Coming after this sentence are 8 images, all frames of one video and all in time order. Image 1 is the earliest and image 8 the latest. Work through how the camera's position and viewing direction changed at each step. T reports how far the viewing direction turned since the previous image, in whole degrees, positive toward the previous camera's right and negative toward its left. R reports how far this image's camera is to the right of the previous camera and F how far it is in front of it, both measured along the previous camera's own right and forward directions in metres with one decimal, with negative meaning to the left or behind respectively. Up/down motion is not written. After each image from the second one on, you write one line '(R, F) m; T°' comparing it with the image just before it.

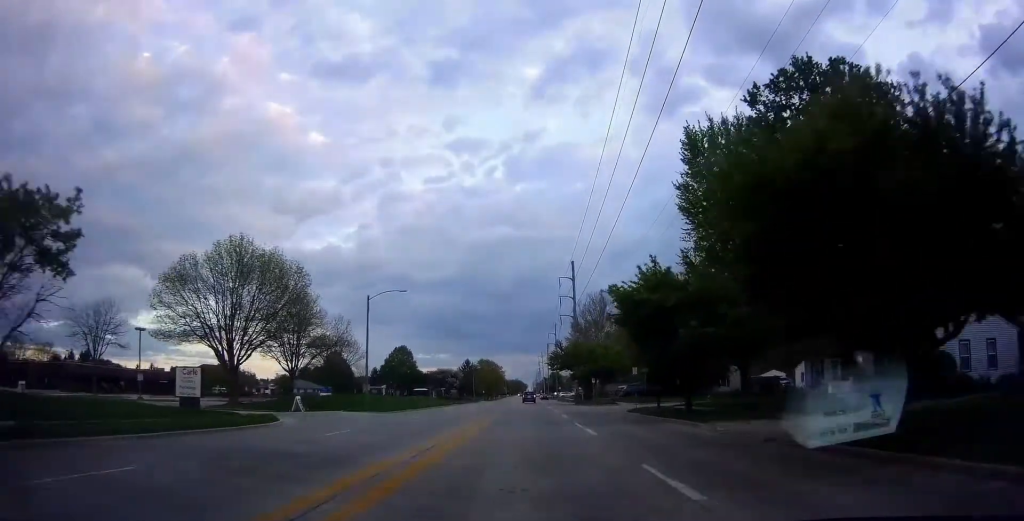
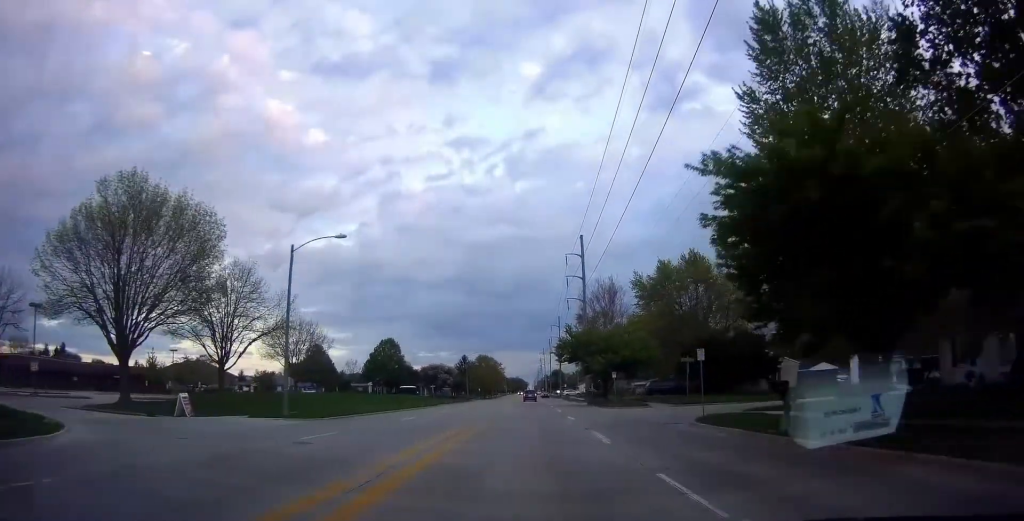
(0.0, +15.2) m; -1°
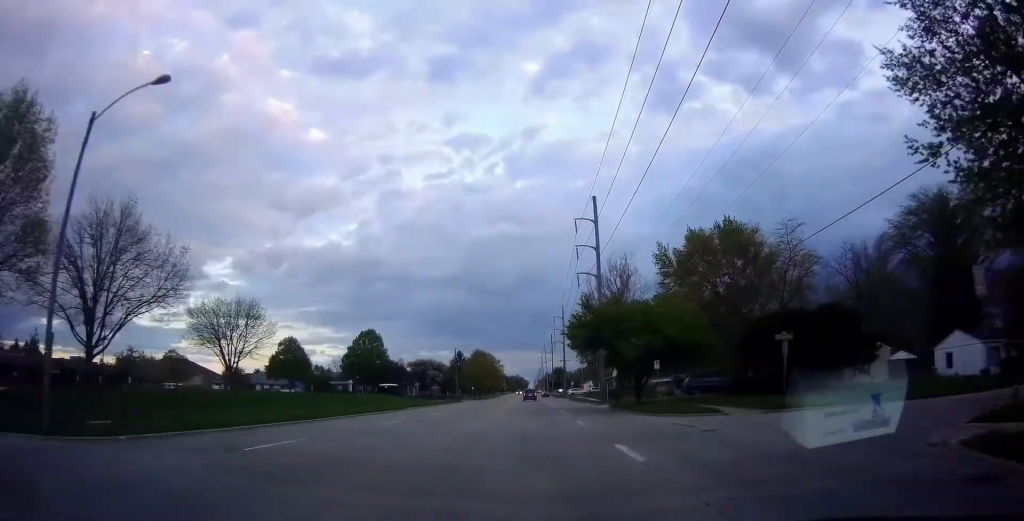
(-0.2, +16.4) m; 0°
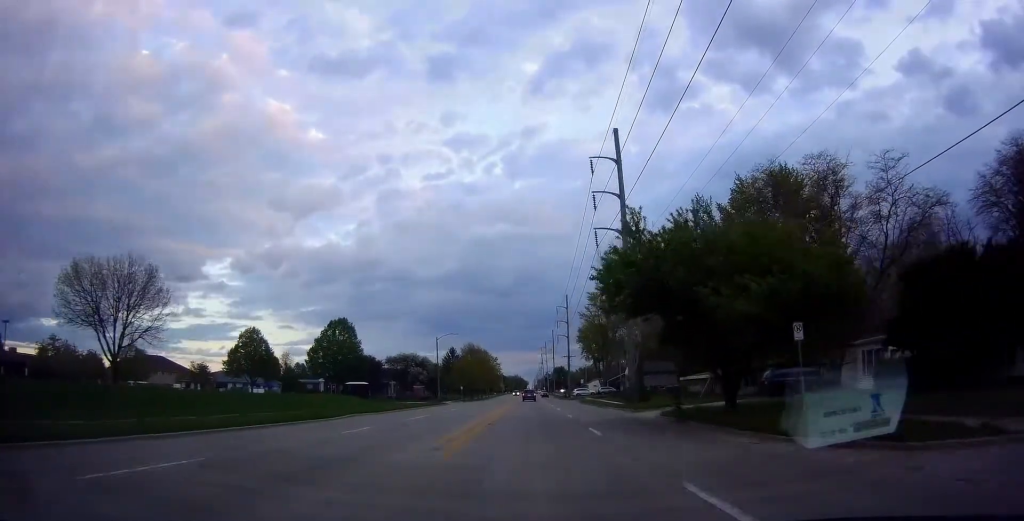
(+0.1, +18.2) m; +1°
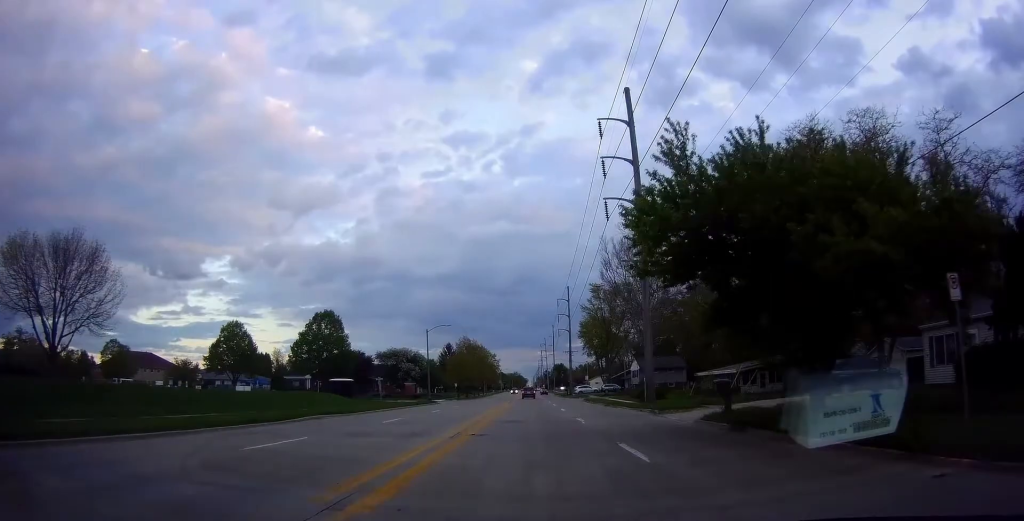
(+0.1, +7.3) m; +1°
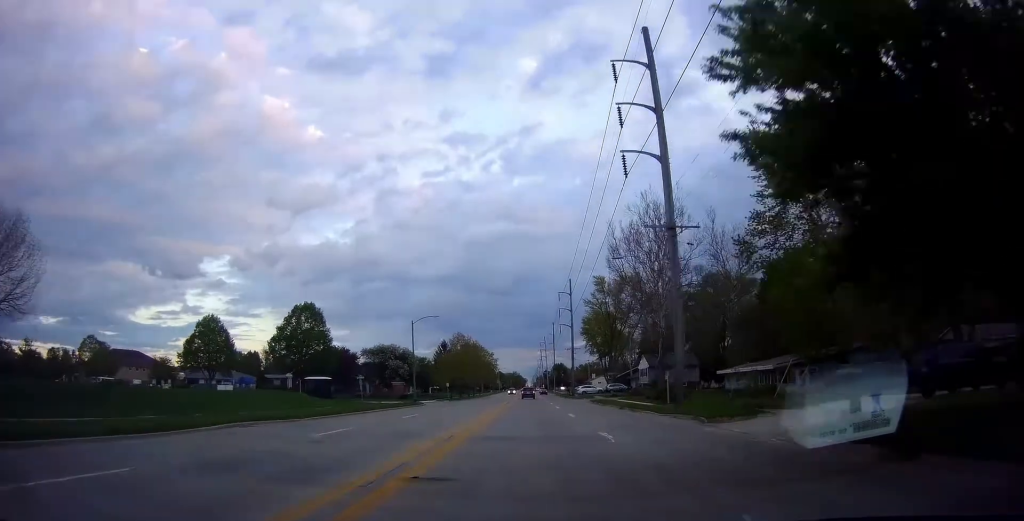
(0.0, +7.9) m; 0°
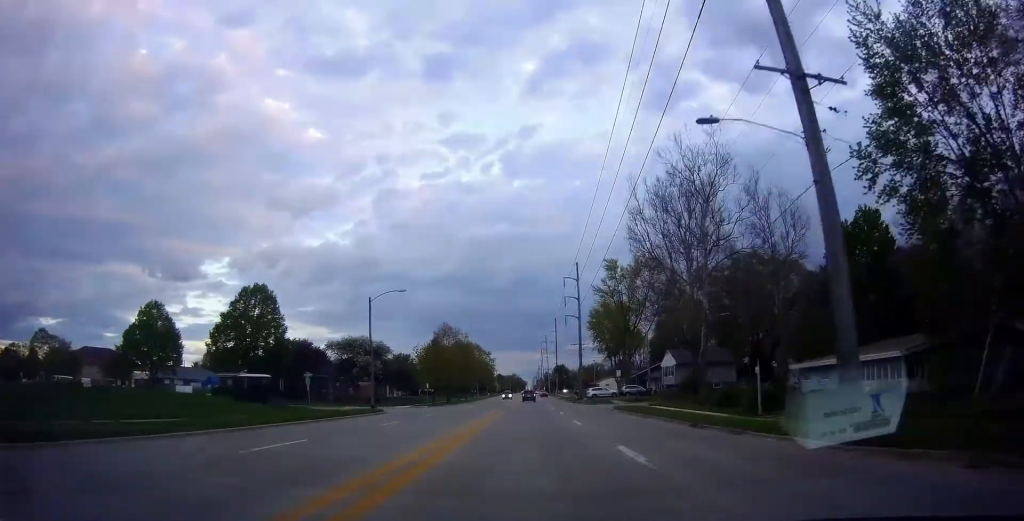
(0.0, +17.0) m; 0°
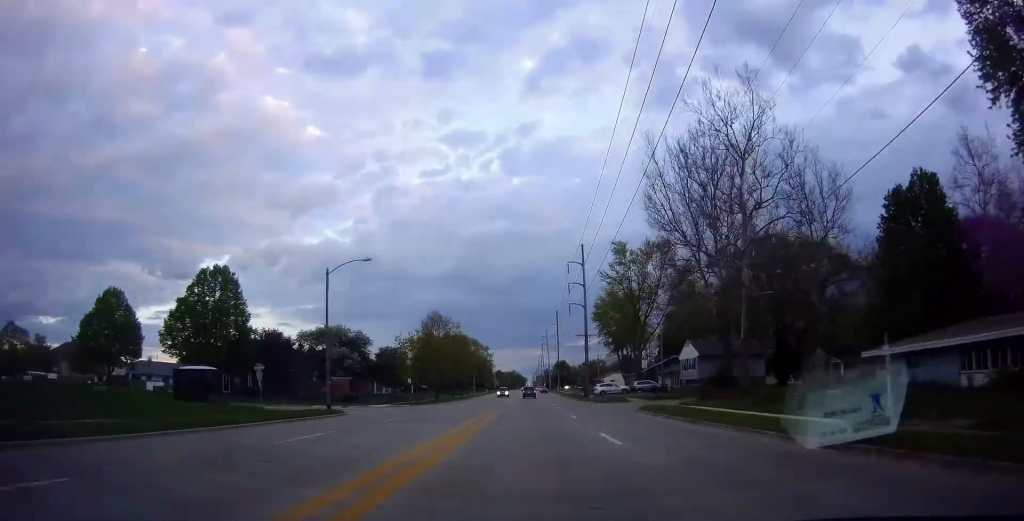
(0.0, +9.7) m; 0°
